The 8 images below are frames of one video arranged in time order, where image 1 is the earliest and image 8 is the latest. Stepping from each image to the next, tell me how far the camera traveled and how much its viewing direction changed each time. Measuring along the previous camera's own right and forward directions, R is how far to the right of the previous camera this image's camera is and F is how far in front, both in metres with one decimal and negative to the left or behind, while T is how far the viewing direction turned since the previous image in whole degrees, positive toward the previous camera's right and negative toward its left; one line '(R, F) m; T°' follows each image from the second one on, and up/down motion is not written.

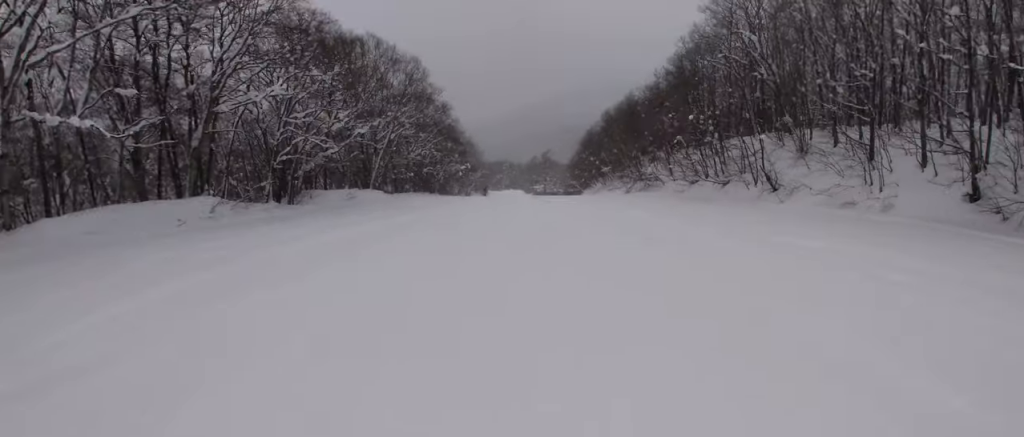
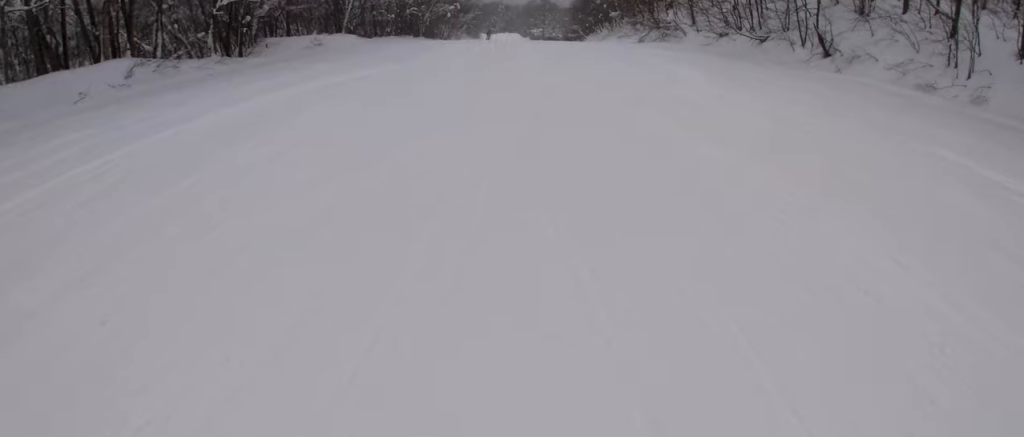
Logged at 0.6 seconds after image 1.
(+0.8, +6.5) m; +1°
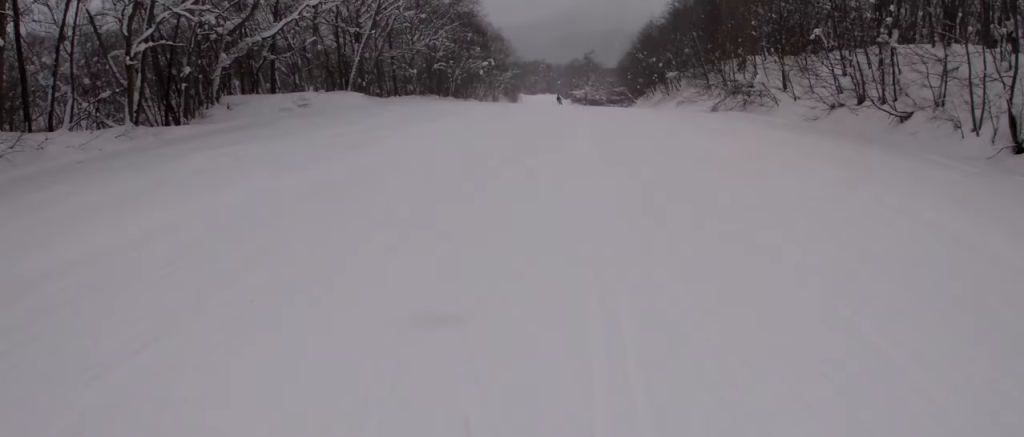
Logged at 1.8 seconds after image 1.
(-1.5, +13.3) m; -5°
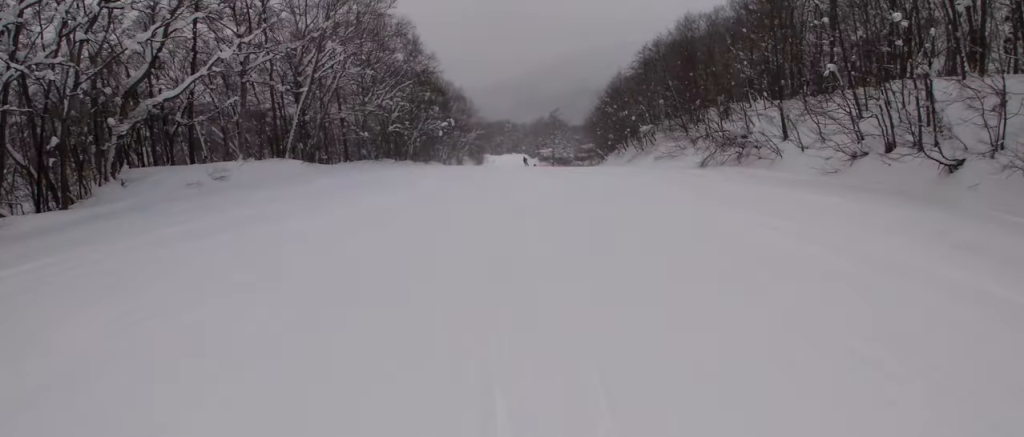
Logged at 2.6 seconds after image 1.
(-0.3, +7.4) m; +6°
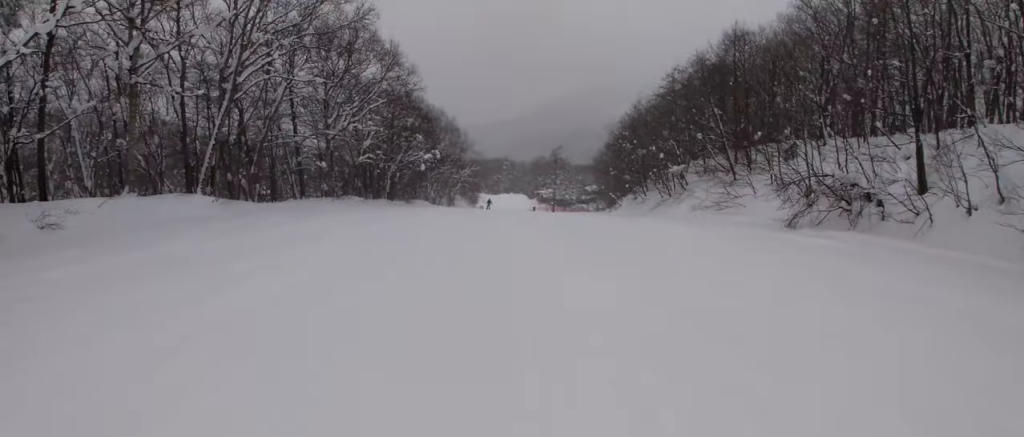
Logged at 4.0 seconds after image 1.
(+0.9, +14.0) m; -3°
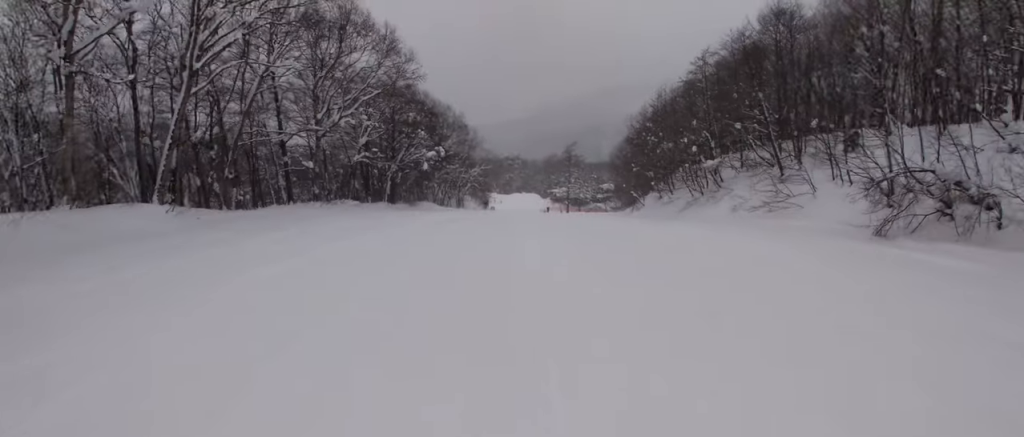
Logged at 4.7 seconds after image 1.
(-0.5, +6.3) m; -5°
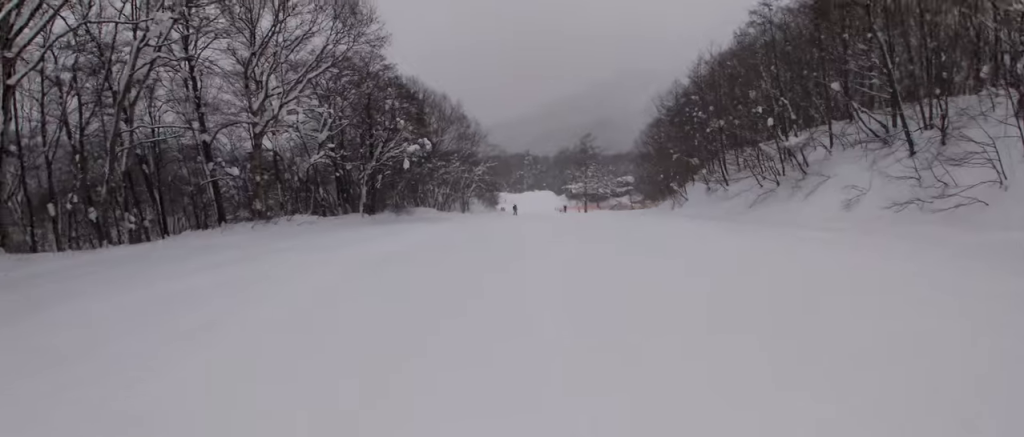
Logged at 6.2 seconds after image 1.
(0.0, +13.8) m; 0°
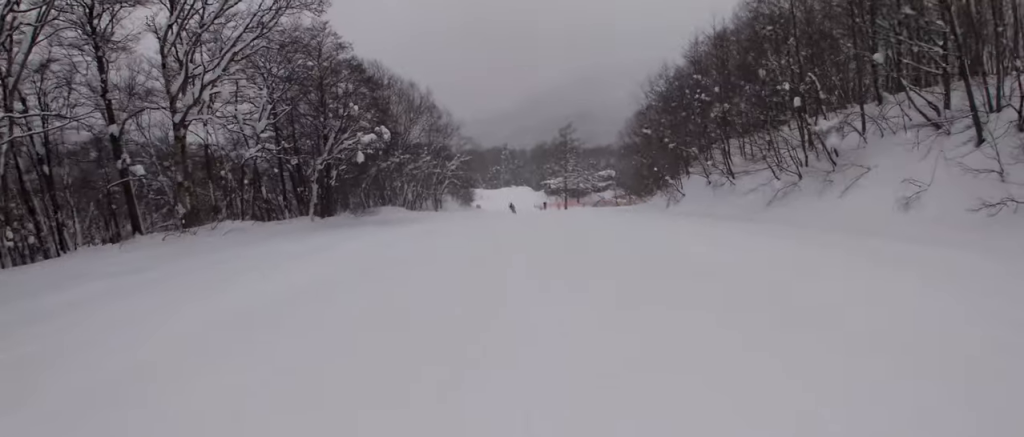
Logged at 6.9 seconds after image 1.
(0.0, +6.7) m; +3°
